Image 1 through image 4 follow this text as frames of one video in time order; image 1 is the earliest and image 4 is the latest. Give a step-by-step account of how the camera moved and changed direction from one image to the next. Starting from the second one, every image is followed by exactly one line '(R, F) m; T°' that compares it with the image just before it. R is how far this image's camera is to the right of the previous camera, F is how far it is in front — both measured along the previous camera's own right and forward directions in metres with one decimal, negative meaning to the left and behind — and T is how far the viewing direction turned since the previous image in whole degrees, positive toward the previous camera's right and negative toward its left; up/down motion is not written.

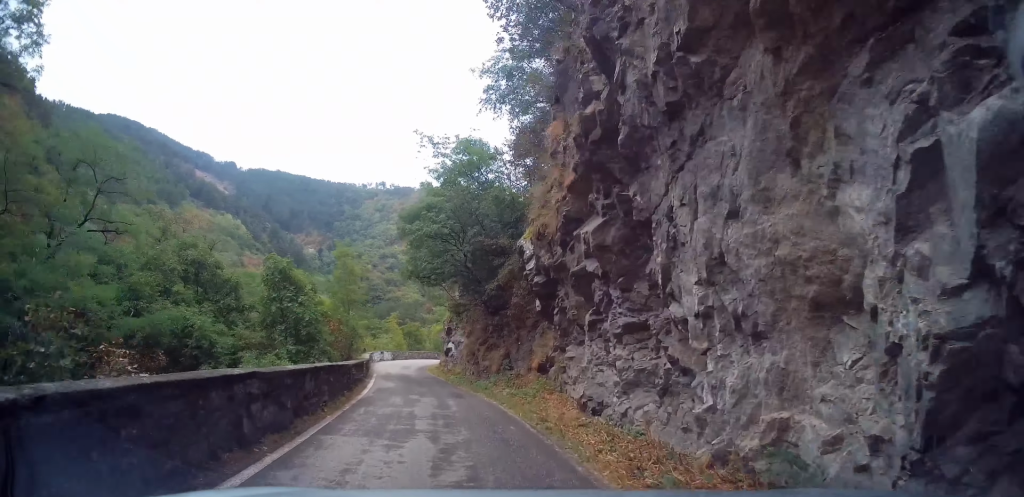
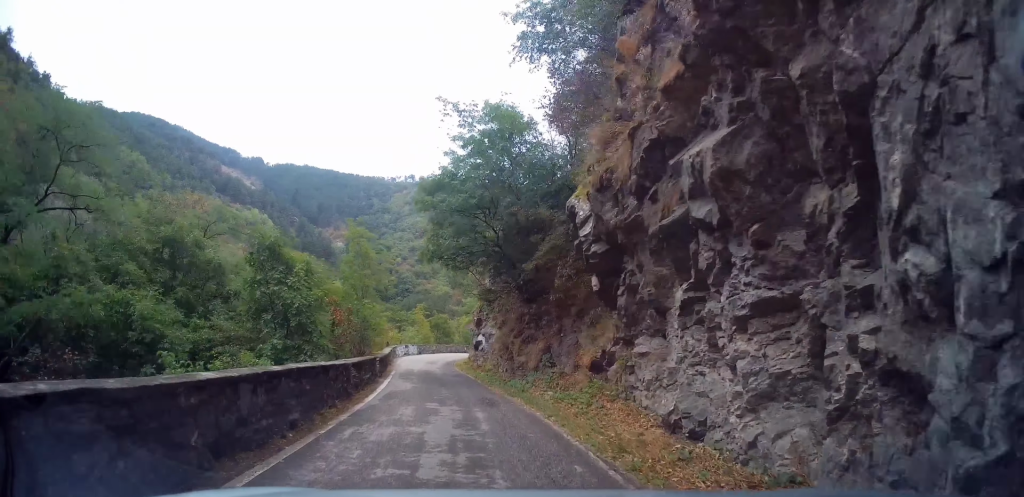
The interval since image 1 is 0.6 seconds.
(0.0, +3.2) m; -1°
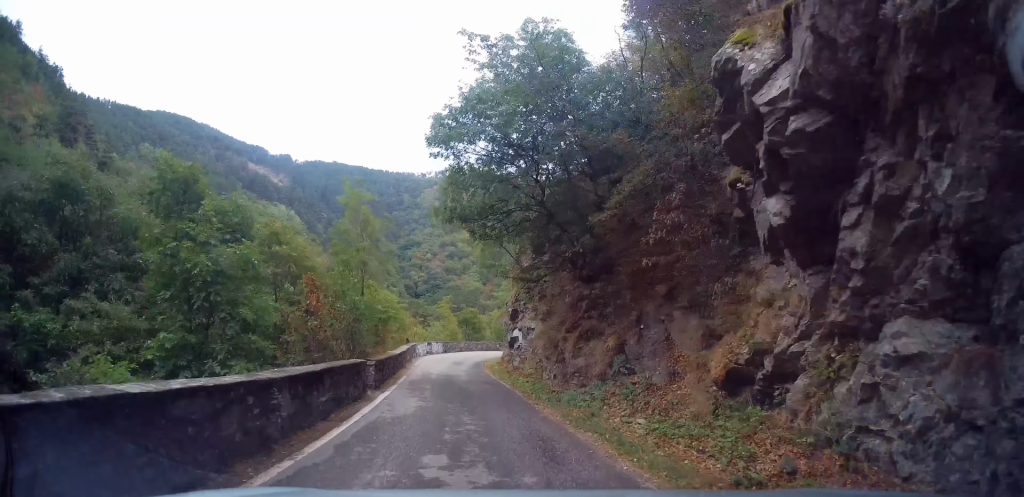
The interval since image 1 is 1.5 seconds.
(0.0, +5.3) m; 0°
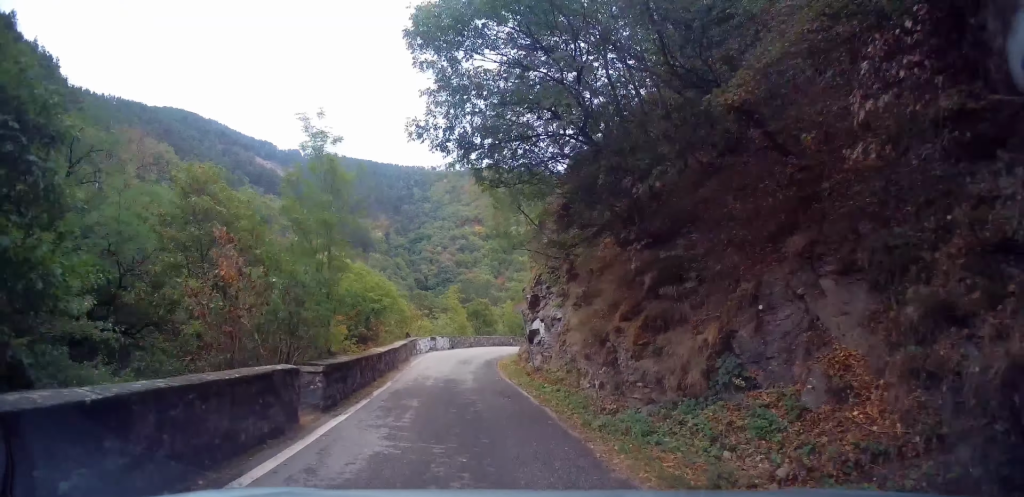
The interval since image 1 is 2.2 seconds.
(0.0, +4.6) m; -1°
